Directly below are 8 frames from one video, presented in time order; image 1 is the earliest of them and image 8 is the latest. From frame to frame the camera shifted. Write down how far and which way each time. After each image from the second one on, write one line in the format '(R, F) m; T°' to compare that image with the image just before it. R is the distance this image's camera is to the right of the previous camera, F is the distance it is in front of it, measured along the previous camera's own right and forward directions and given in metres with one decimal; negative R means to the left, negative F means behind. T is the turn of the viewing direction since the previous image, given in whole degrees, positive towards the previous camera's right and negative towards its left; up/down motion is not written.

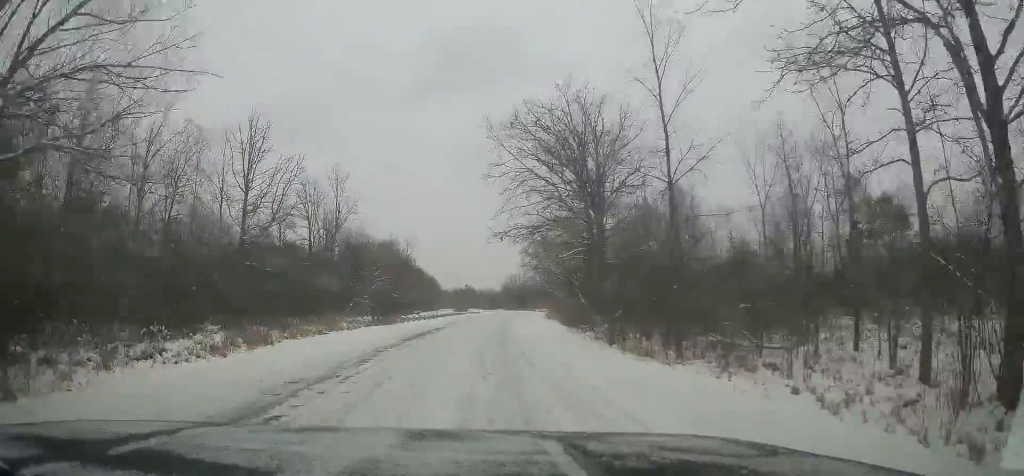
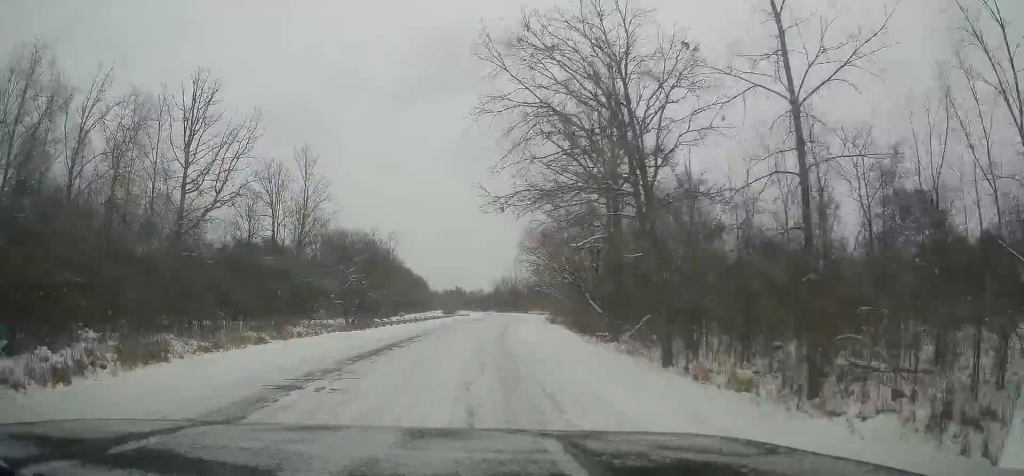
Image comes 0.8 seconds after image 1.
(0.0, +9.3) m; 0°
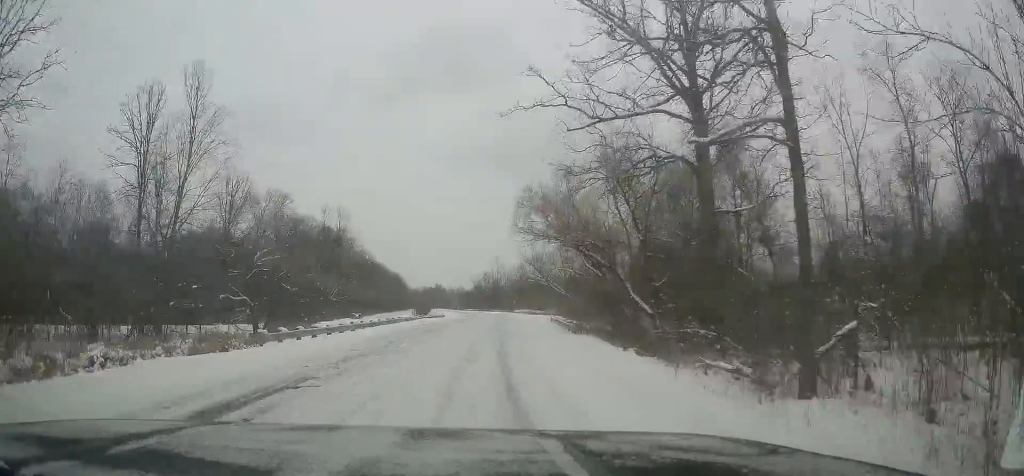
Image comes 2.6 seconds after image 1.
(+0.6, +20.6) m; +4°
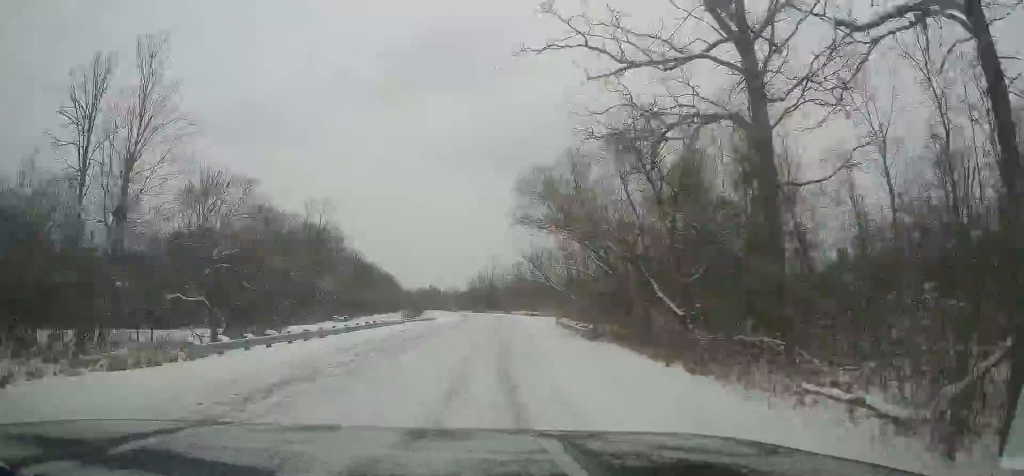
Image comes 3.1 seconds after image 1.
(+0.2, +5.9) m; +1°
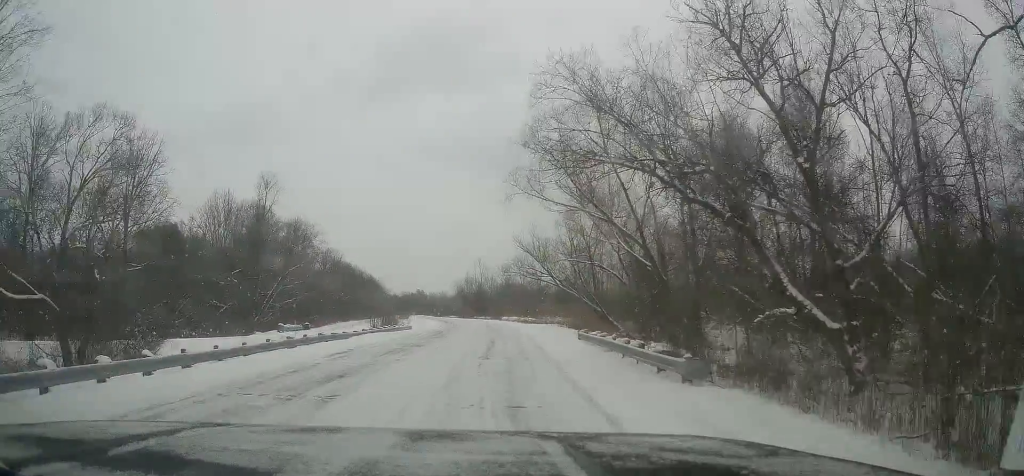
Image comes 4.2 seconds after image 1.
(0.0, +13.2) m; 0°
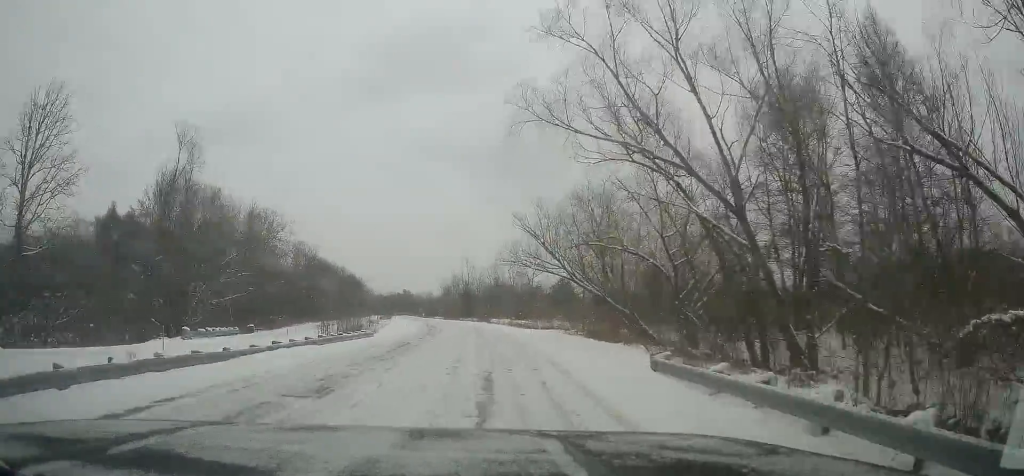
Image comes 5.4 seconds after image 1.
(+0.1, +13.3) m; 0°
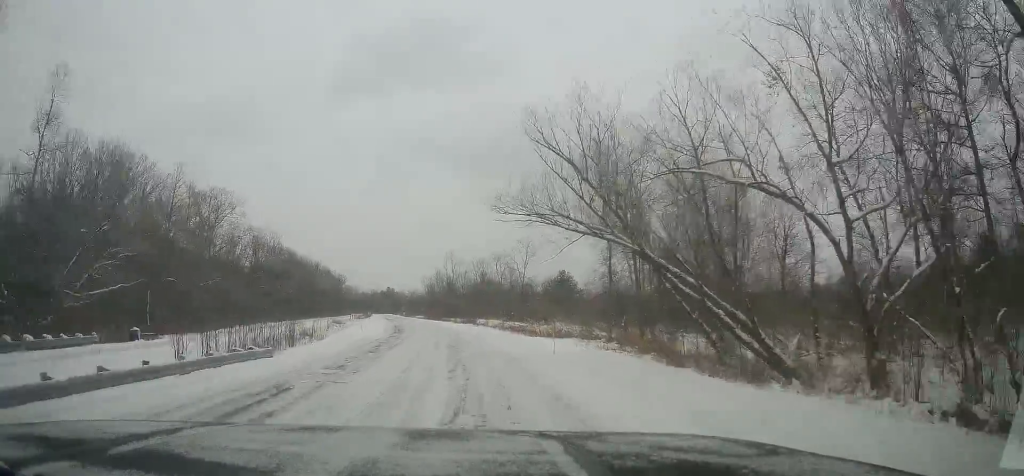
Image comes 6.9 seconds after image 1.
(0.0, +17.5) m; +2°
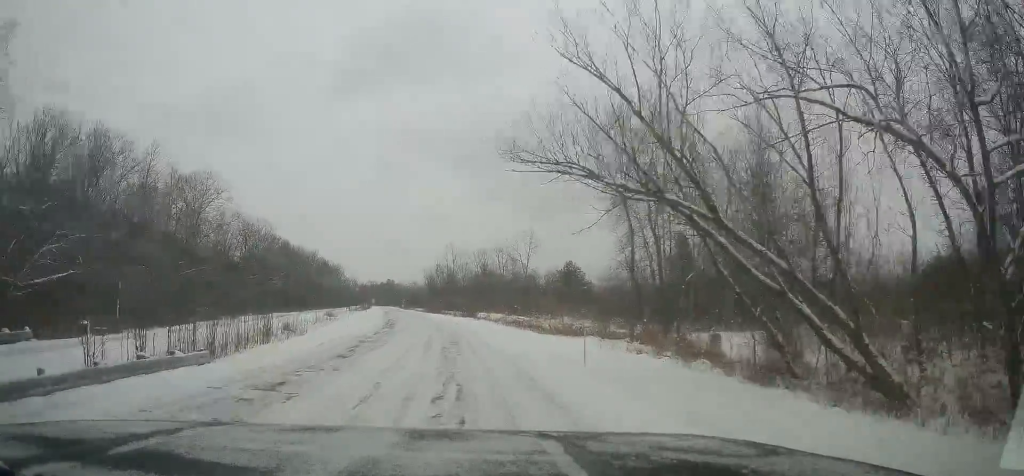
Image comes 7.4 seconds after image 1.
(+0.2, +5.7) m; 0°
